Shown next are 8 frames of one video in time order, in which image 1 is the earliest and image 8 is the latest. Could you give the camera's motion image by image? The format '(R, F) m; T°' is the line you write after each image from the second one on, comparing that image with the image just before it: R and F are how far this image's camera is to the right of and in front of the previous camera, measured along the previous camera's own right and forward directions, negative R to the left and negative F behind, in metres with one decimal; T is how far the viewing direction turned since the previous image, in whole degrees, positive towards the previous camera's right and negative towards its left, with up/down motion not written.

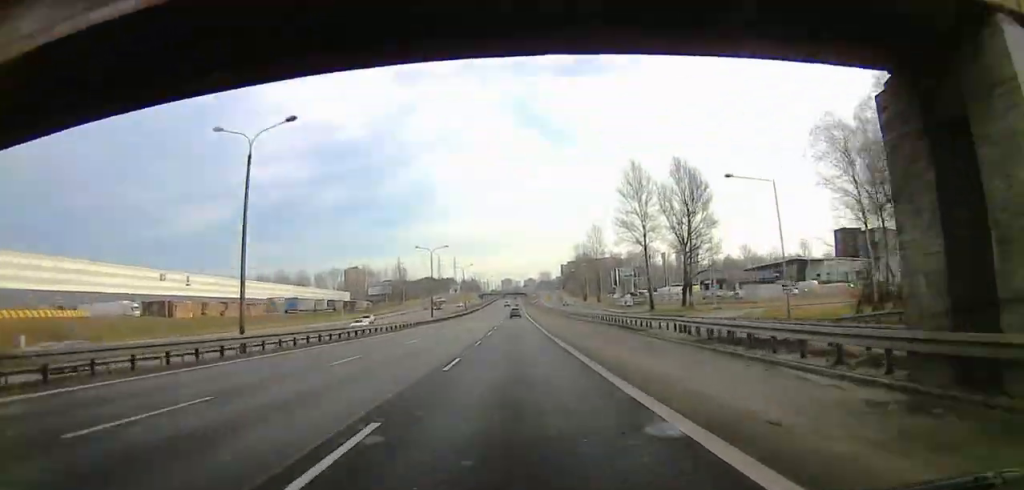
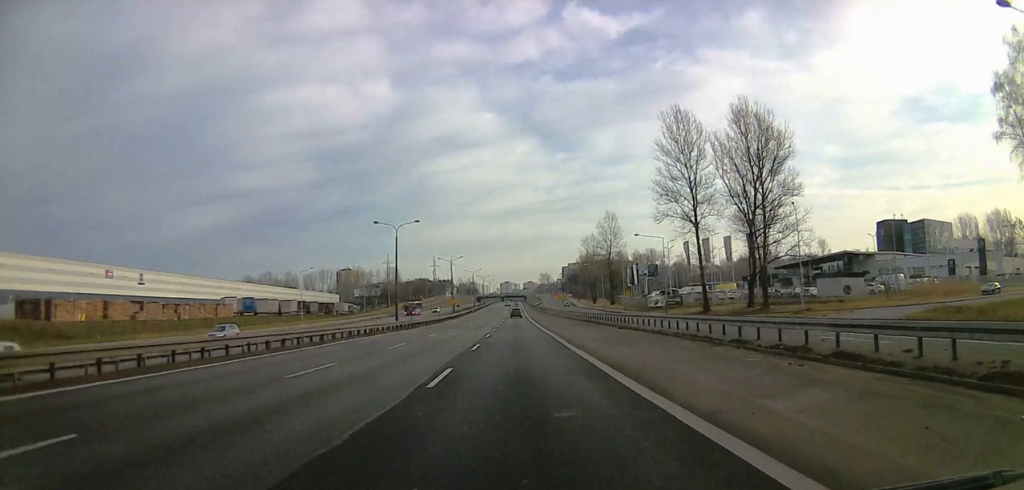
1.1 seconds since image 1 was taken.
(-0.1, +27.9) m; -1°
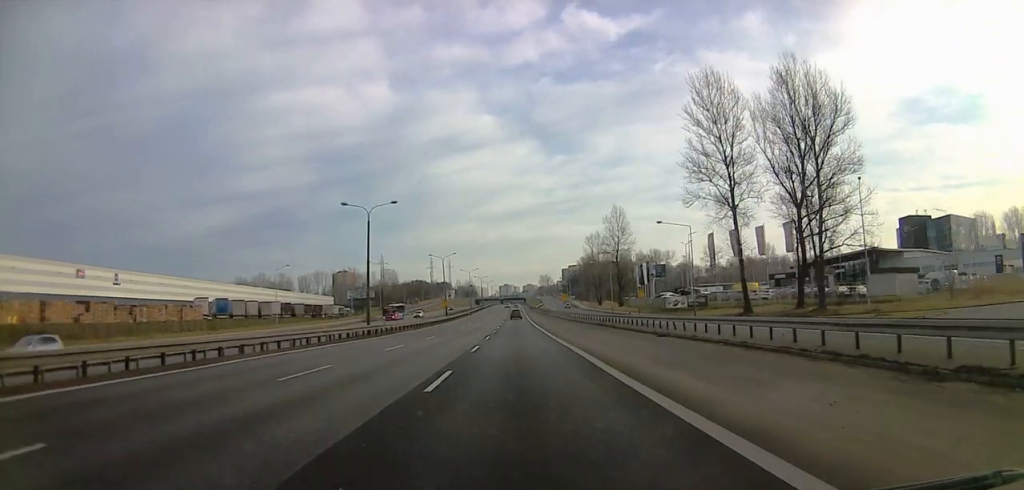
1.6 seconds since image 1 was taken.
(-0.1, +12.6) m; 0°
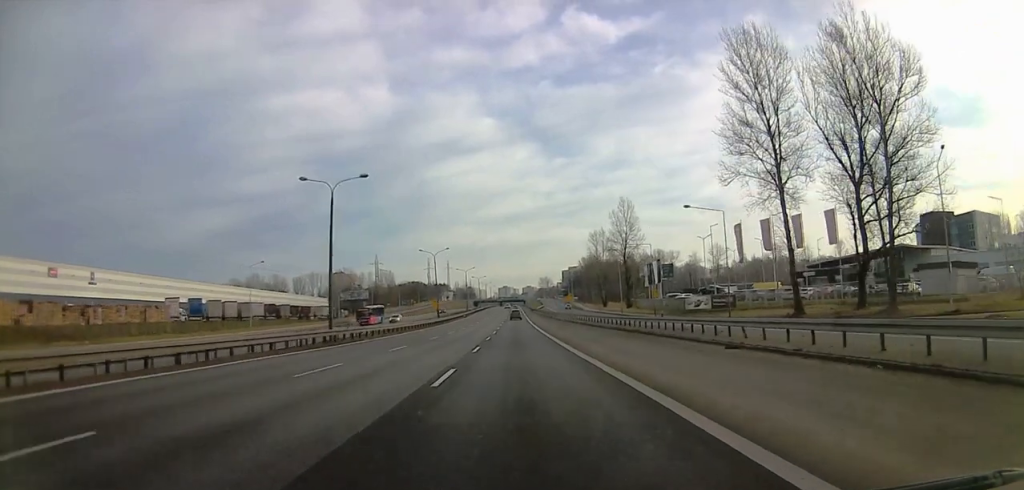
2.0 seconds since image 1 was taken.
(+0.1, +10.8) m; 0°
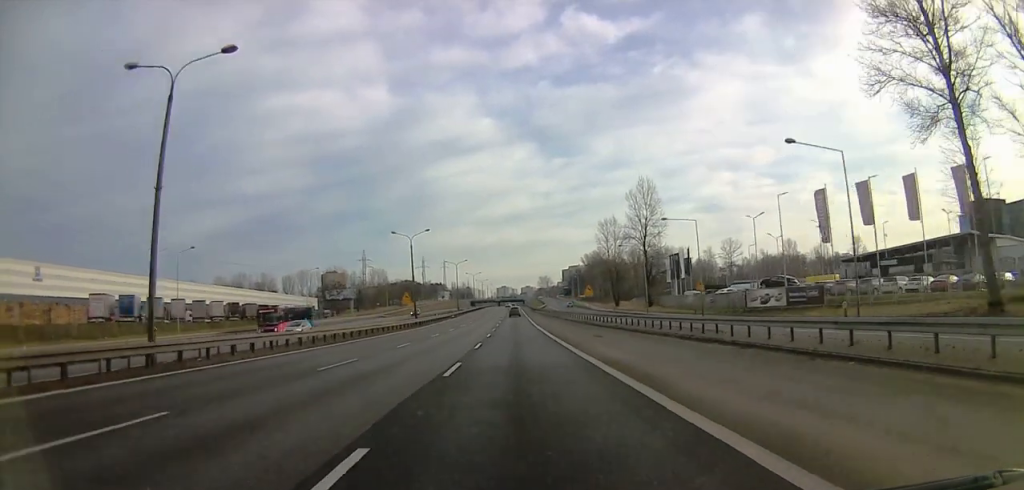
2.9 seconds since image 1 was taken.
(+0.1, +21.6) m; 0°
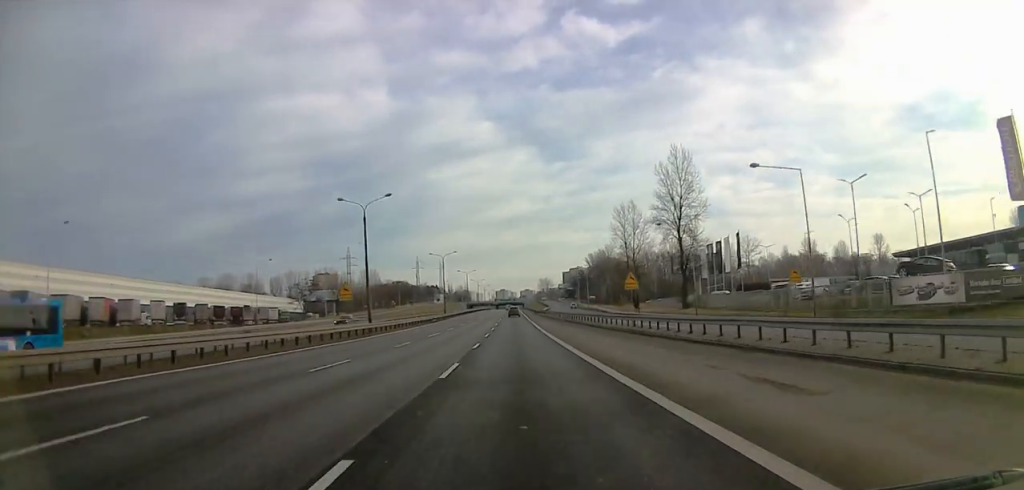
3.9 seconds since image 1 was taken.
(+0.1, +24.1) m; +1°
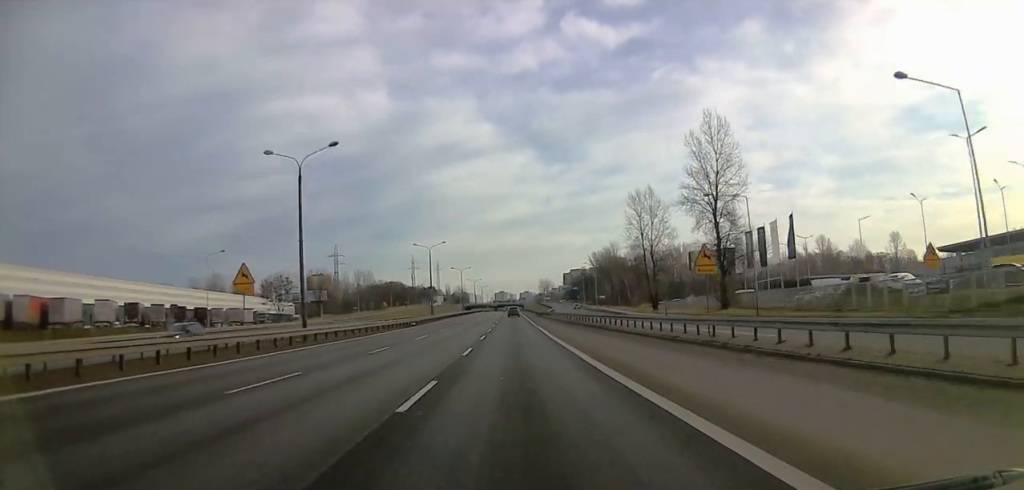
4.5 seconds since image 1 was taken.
(+0.1, +16.6) m; +1°
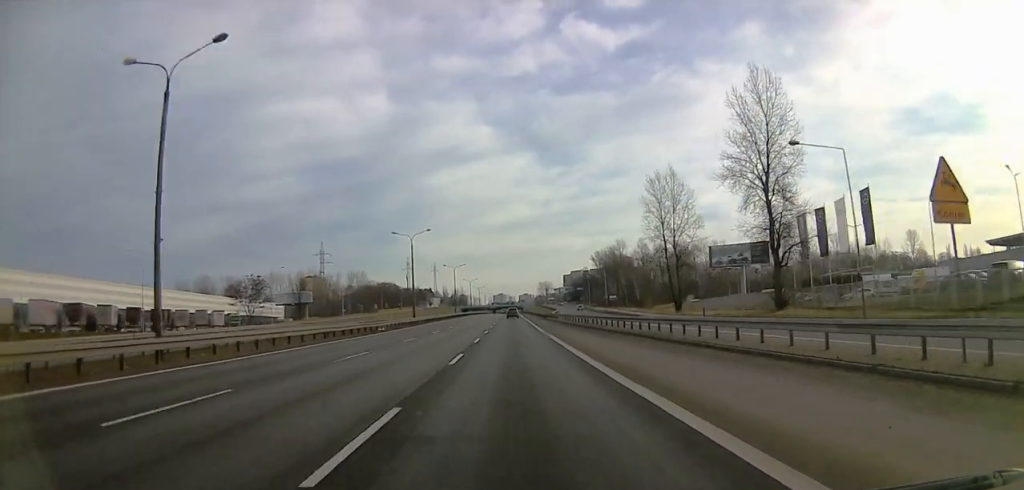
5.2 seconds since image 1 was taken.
(+0.2, +15.9) m; 0°
